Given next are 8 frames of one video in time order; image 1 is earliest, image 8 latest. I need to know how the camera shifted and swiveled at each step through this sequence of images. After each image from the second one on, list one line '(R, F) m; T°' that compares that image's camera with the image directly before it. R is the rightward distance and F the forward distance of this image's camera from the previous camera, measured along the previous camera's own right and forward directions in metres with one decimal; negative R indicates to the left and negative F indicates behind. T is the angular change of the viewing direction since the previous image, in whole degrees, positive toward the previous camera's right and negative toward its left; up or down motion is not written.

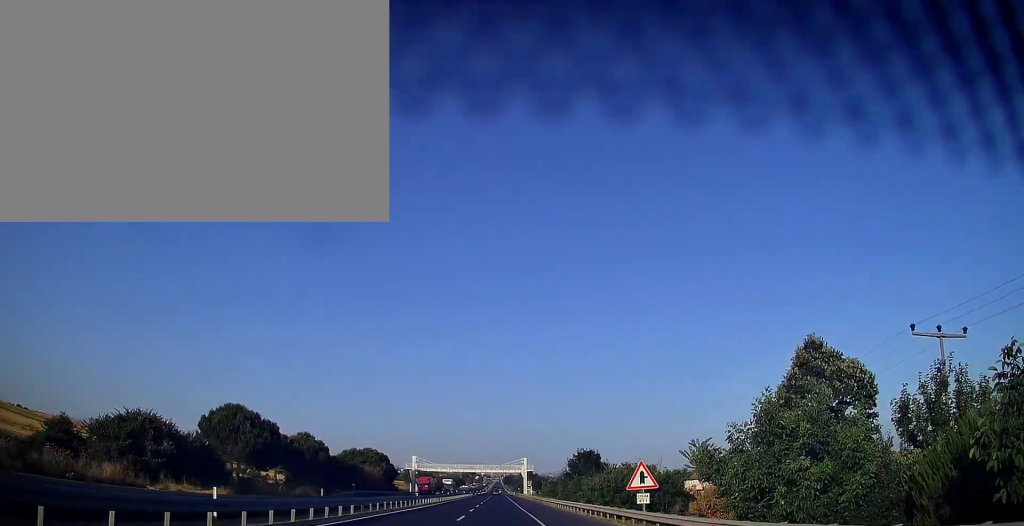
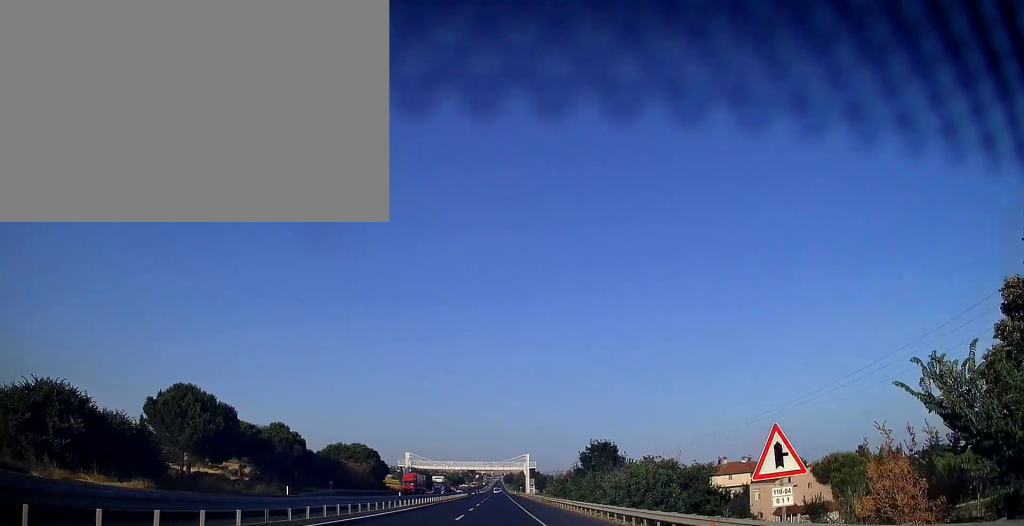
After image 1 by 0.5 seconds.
(0.0, +12.3) m; 0°
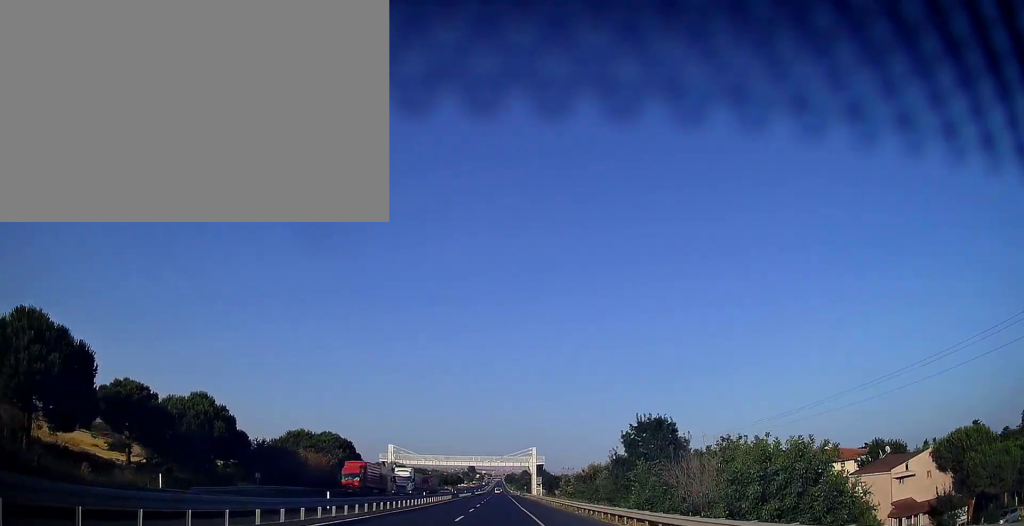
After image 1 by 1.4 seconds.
(0.0, +23.7) m; 0°
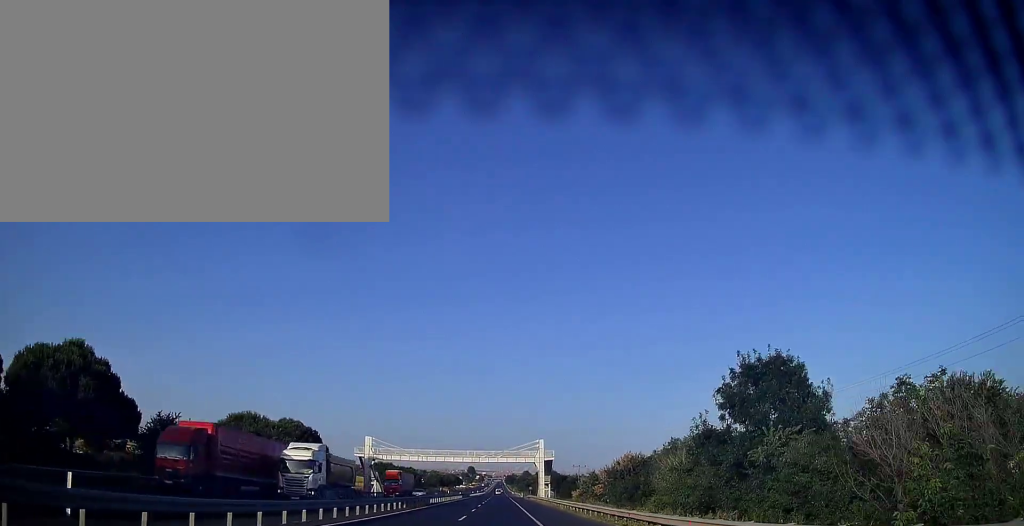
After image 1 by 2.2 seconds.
(-0.1, +21.9) m; 0°
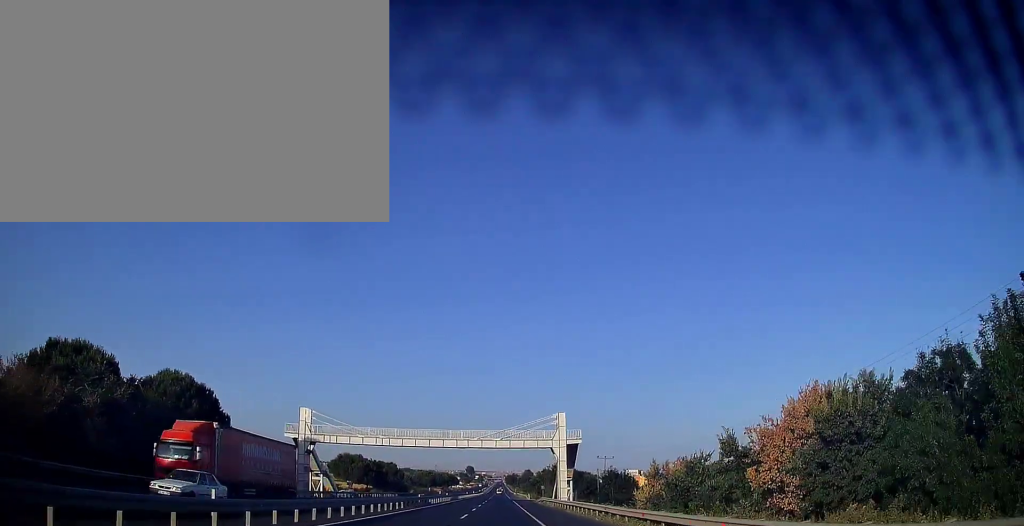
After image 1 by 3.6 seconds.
(+0.2, +35.8) m; 0°
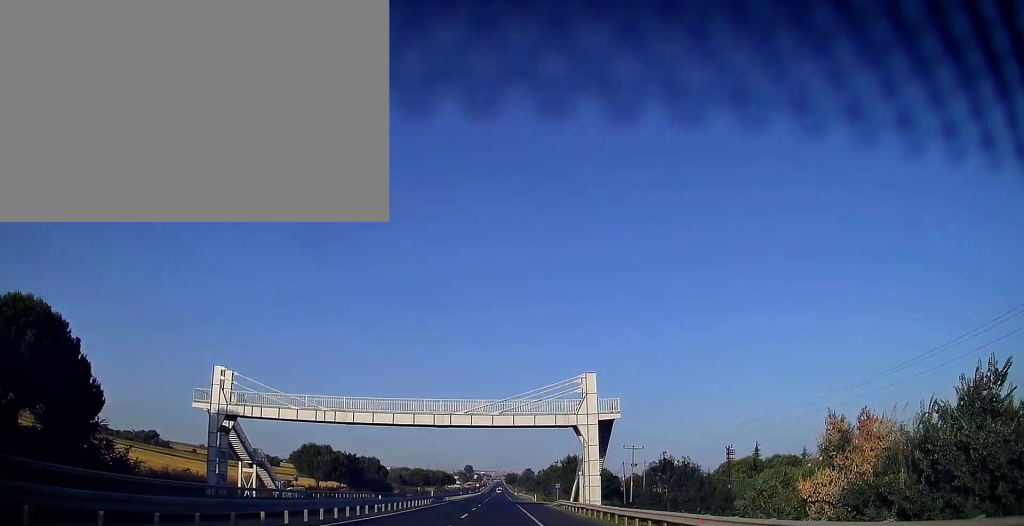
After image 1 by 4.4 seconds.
(-0.1, +22.6) m; 0°
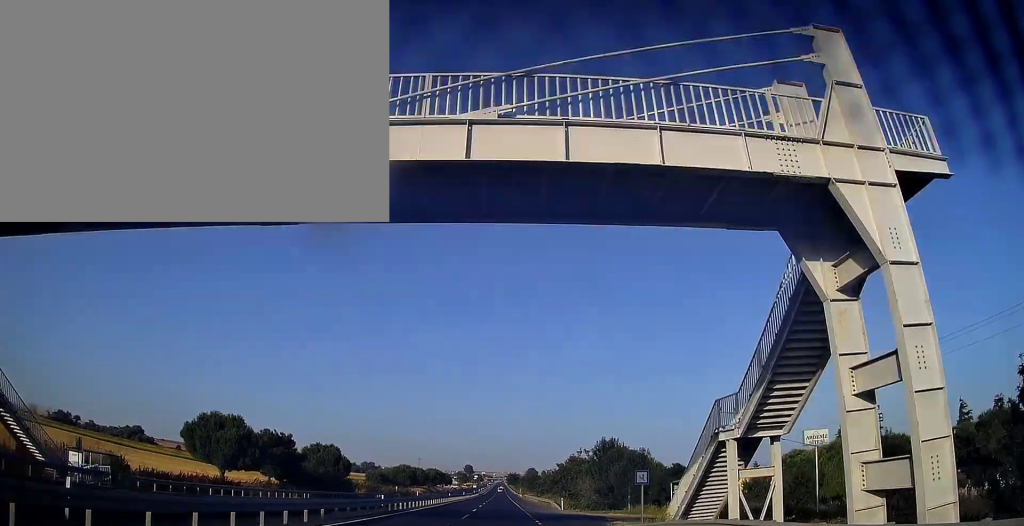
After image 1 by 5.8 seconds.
(0.0, +35.4) m; 0°
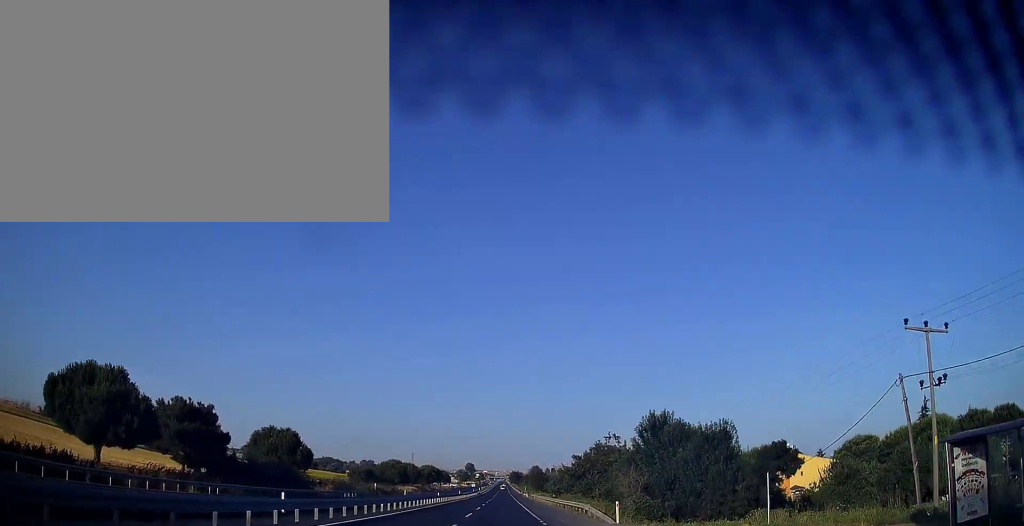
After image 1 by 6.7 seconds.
(0.0, +24.0) m; 0°
